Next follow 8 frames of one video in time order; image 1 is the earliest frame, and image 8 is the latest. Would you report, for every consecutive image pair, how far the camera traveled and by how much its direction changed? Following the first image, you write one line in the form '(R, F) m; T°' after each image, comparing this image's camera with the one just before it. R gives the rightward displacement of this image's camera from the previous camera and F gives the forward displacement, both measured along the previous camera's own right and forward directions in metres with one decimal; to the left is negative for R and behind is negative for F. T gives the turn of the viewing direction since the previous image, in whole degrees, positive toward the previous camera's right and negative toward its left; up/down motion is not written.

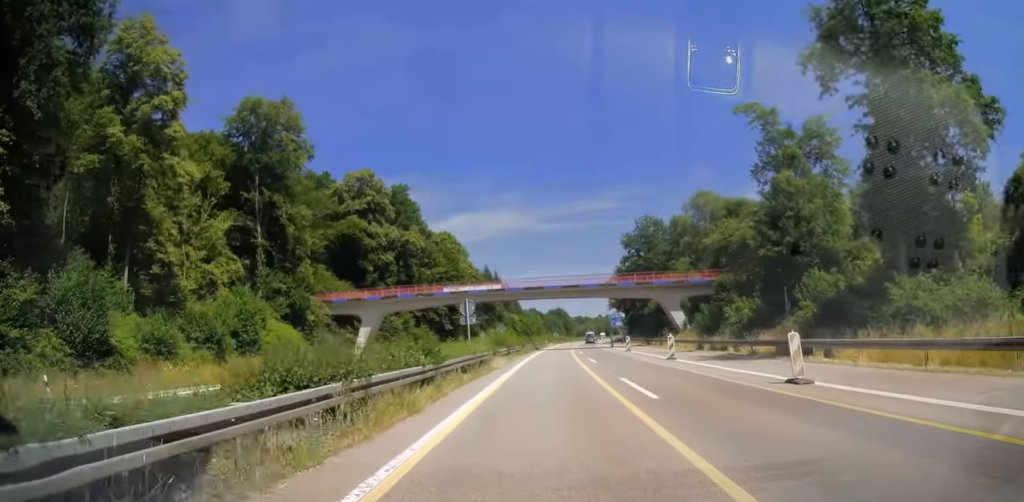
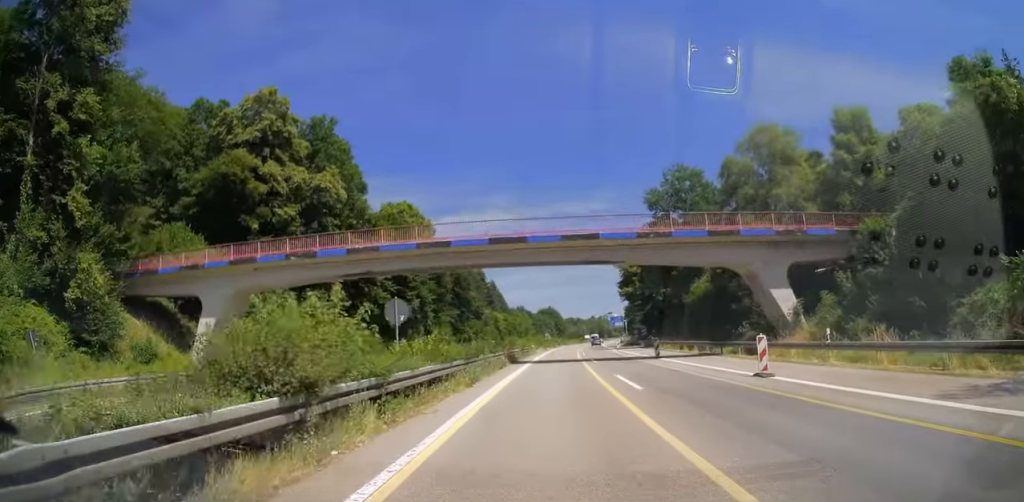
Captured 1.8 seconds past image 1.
(+0.5, +33.1) m; +1°
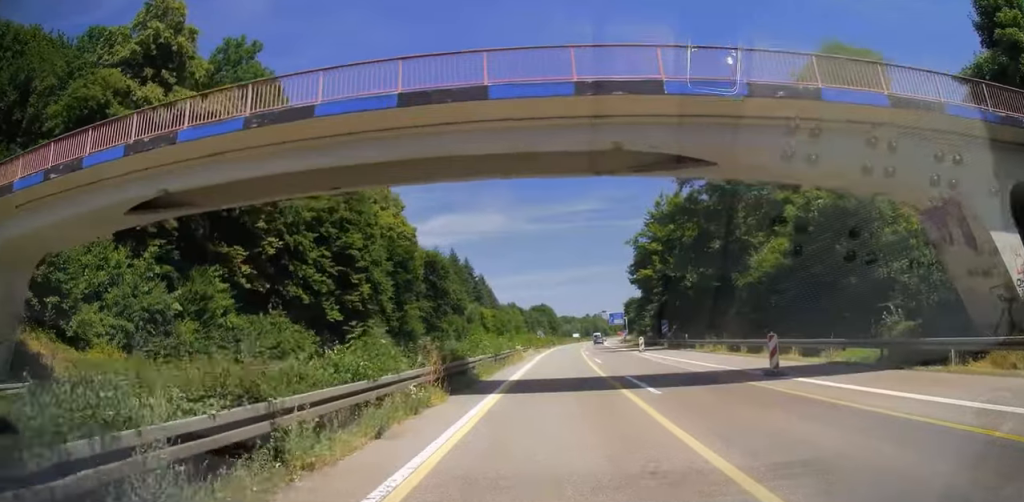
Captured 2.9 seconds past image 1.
(+0.1, +19.6) m; +1°
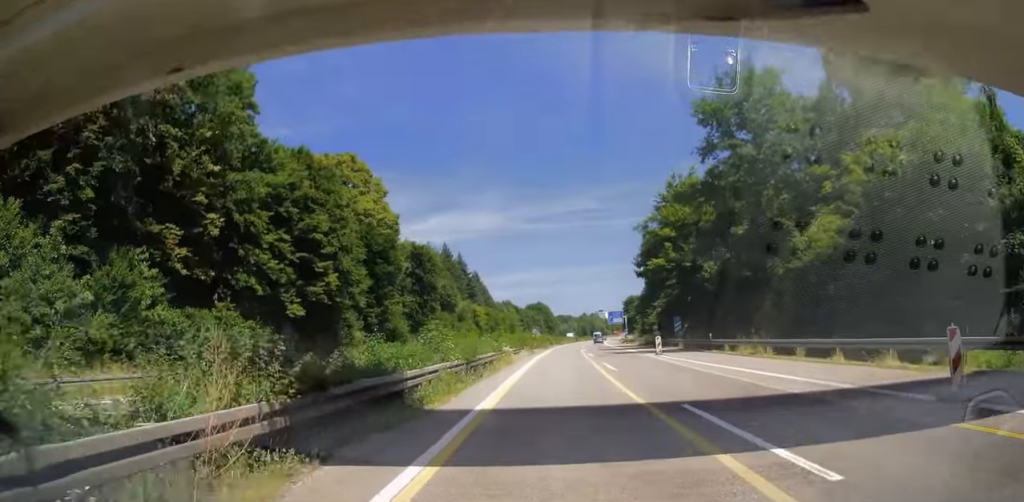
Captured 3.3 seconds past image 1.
(0.0, +8.3) m; 0°
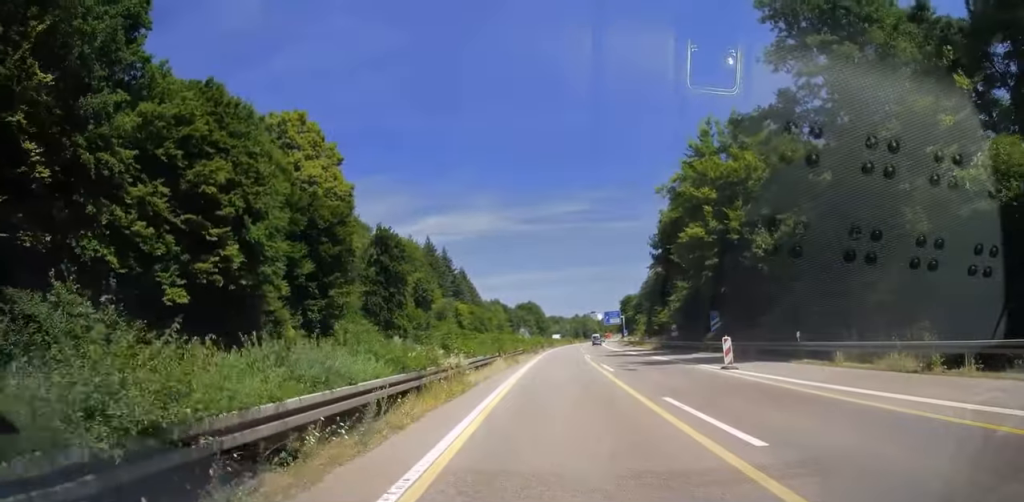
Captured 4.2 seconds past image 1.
(+0.1, +16.0) m; 0°
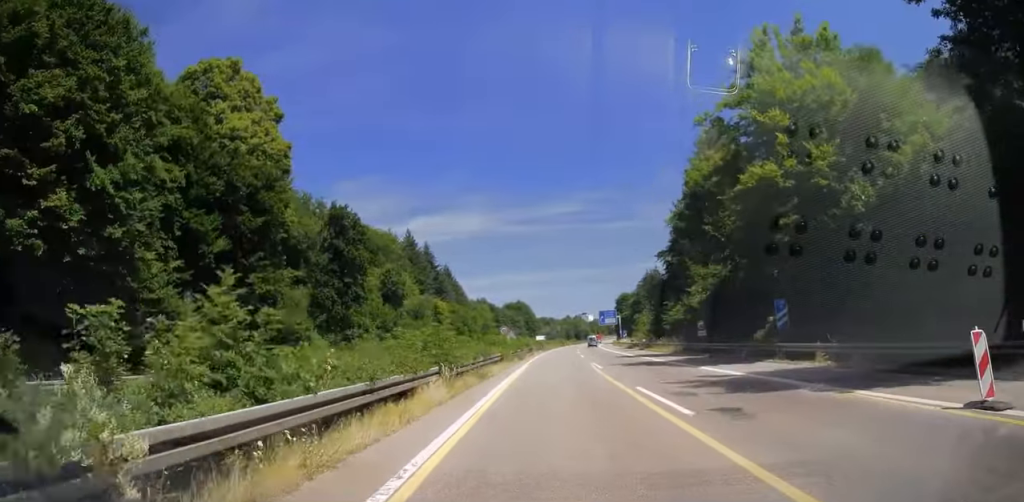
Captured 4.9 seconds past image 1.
(0.0, +14.6) m; +1°
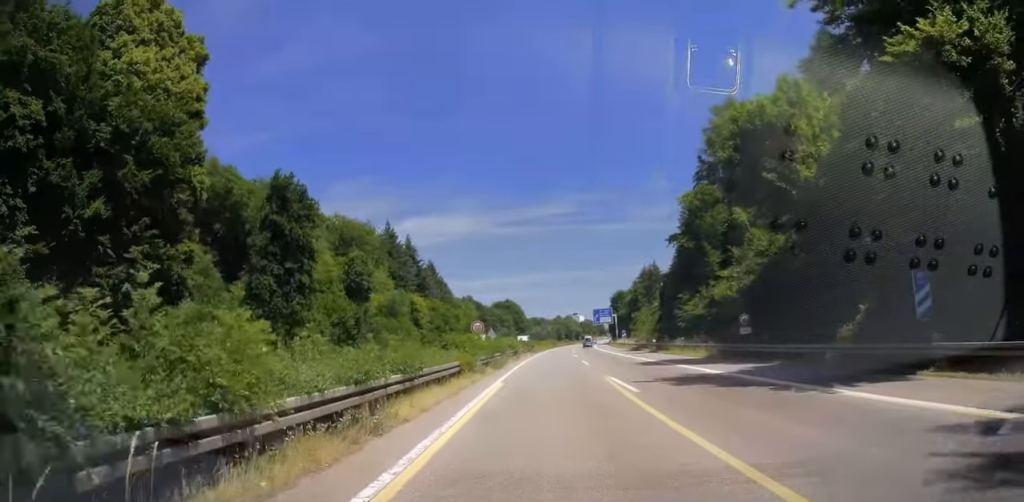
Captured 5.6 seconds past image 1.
(0.0, +12.9) m; +1°
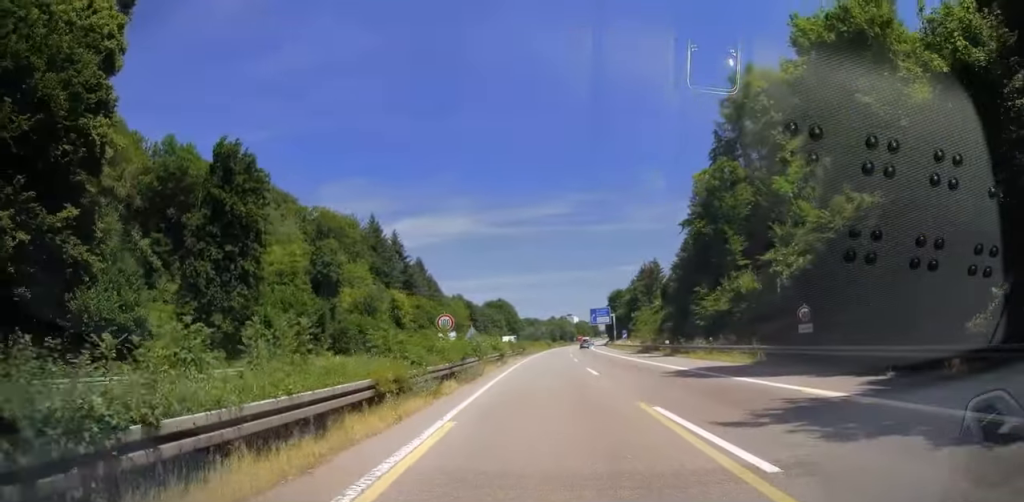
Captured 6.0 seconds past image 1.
(+0.2, +9.5) m; 0°
